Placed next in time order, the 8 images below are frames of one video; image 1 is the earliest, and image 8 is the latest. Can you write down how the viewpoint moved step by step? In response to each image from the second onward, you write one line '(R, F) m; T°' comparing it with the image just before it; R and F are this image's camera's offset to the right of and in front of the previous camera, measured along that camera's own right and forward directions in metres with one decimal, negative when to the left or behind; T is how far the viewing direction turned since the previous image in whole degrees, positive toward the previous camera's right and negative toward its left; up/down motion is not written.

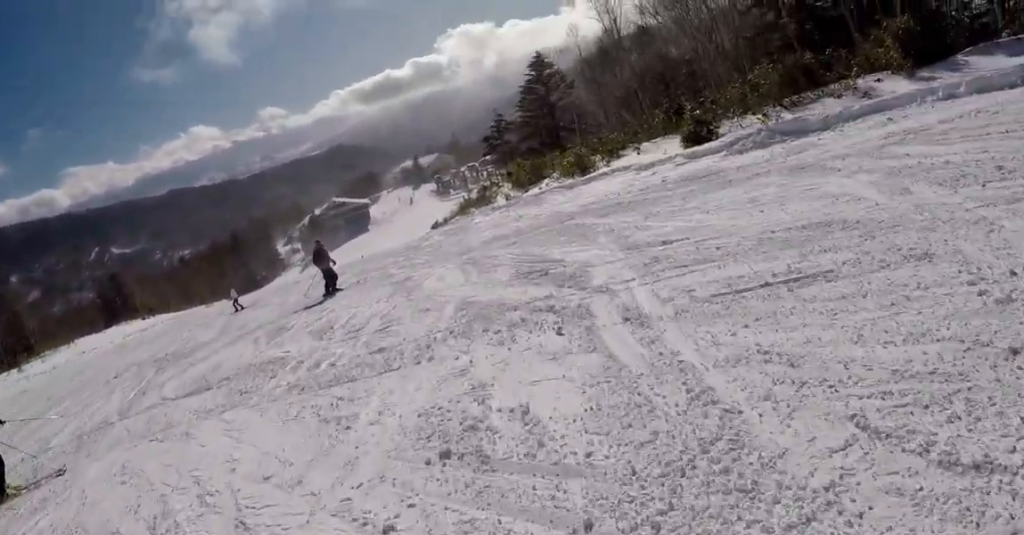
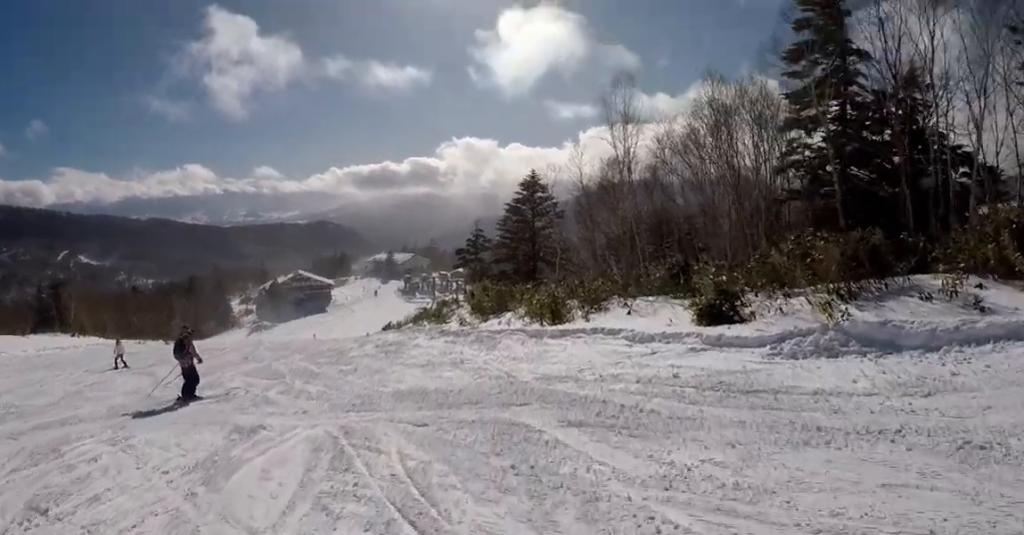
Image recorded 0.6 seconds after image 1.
(+1.4, +4.7) m; +11°
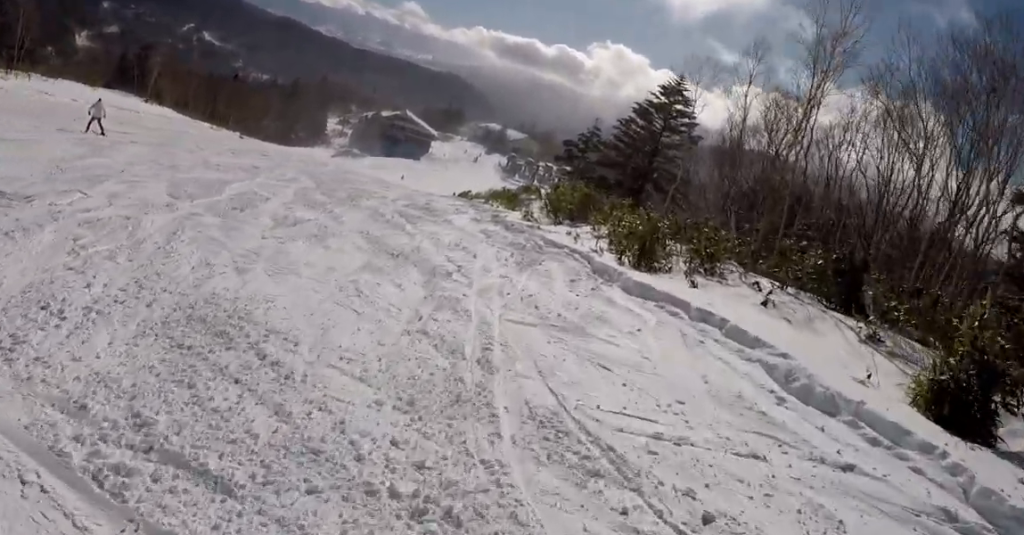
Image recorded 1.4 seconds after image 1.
(+1.1, +6.9) m; +4°
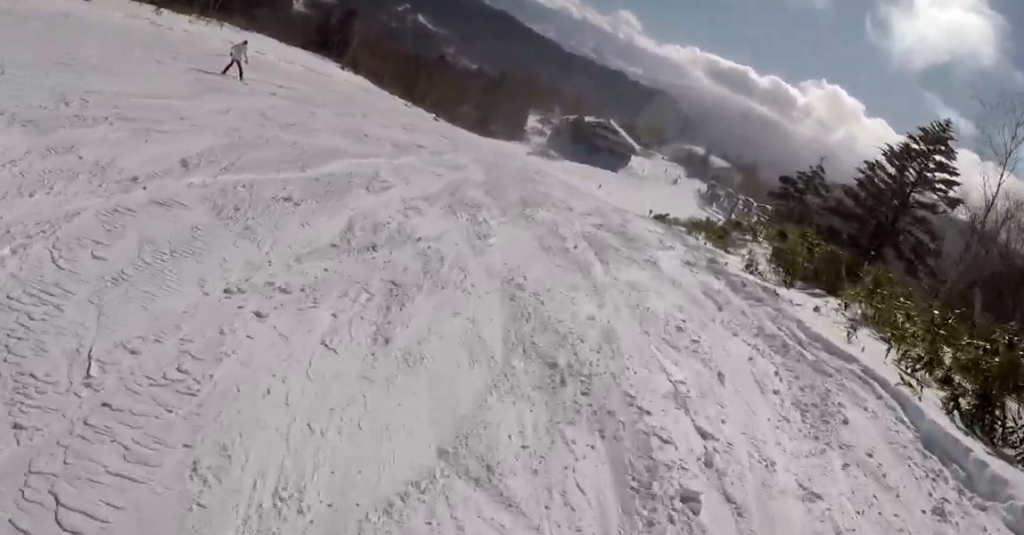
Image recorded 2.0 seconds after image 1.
(+0.5, +5.5) m; -12°
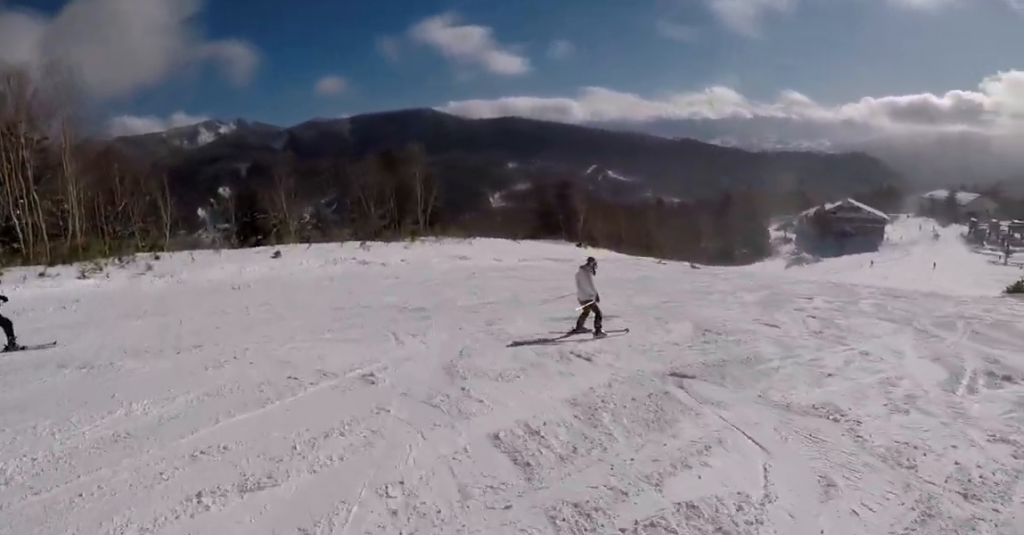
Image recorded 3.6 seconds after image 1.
(-5.3, +12.7) m; -29°
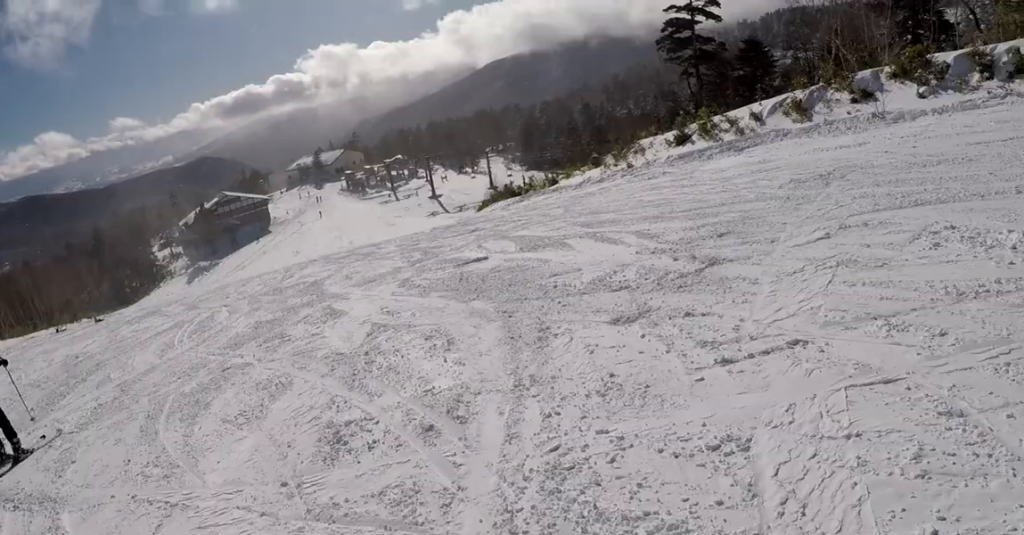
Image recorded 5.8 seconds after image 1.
(+1.9, +17.4) m; +36°
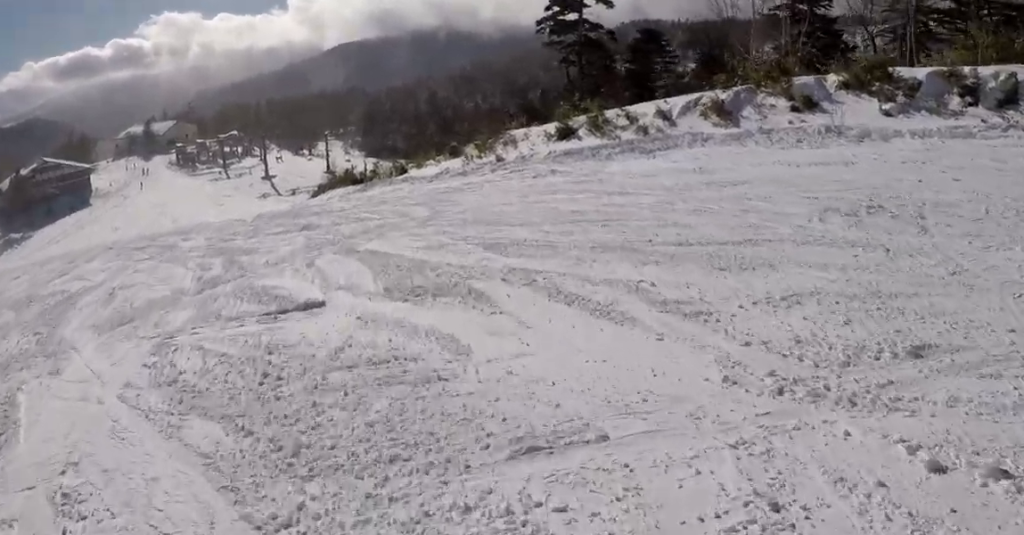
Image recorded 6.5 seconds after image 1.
(+1.3, +5.0) m; +18°
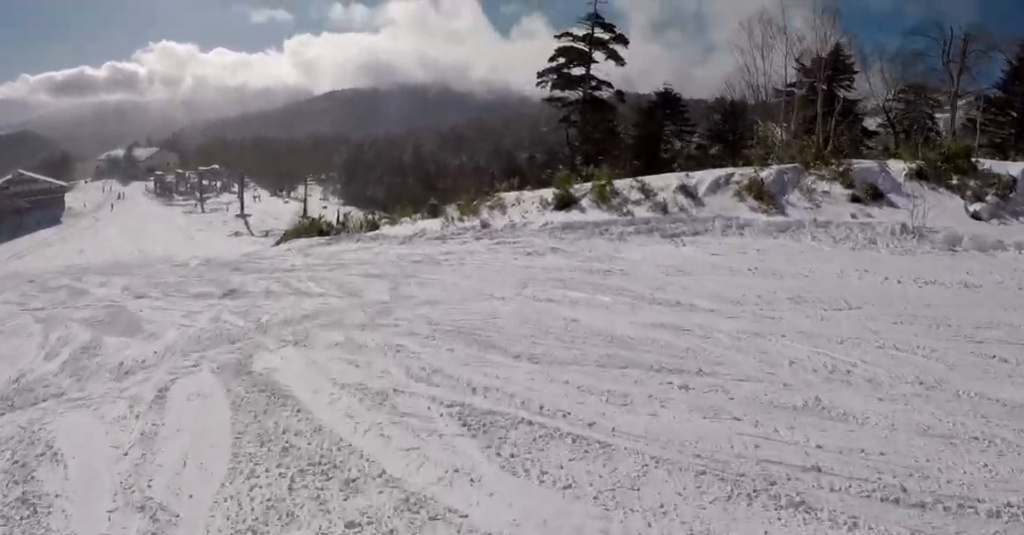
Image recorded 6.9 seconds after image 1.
(+1.0, +4.1) m; +11°
